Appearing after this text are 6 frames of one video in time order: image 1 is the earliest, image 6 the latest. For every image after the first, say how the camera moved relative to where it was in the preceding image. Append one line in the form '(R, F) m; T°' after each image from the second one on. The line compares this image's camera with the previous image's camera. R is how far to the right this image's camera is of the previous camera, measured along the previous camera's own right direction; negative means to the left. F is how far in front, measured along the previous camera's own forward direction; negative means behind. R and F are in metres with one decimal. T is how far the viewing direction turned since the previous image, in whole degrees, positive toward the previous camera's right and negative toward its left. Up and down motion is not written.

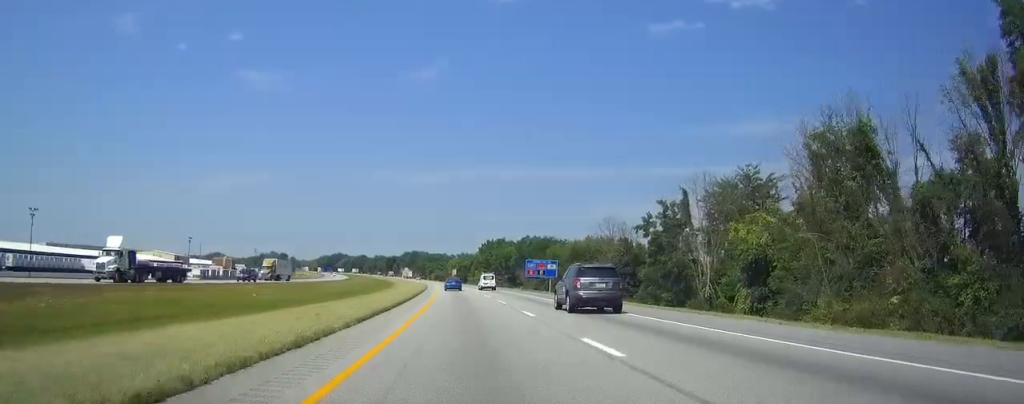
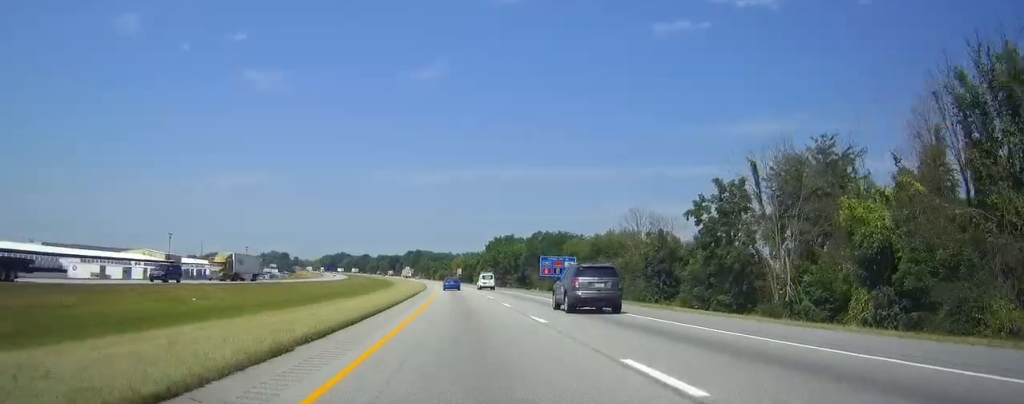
(-0.1, +15.4) m; -1°
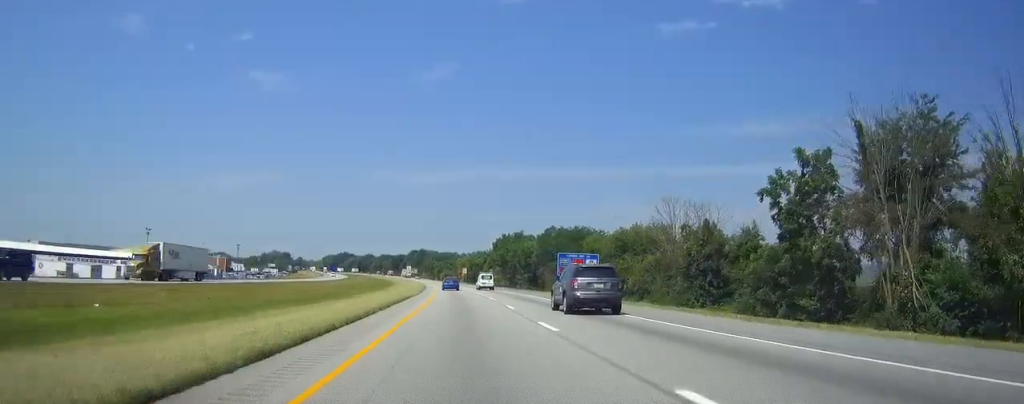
(-0.1, +14.6) m; 0°
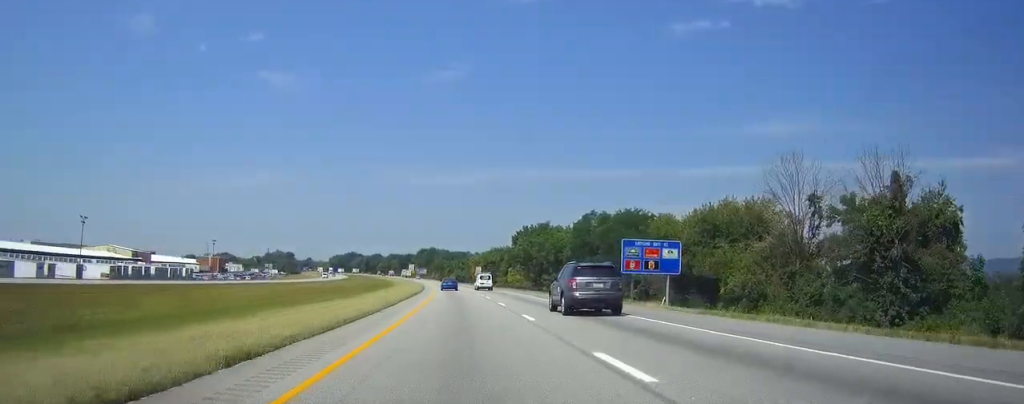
(-0.3, +32.4) m; -1°
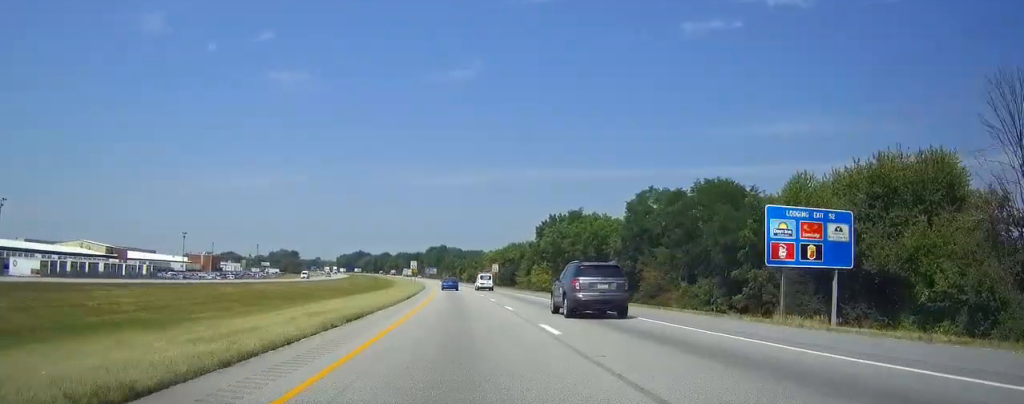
(-0.3, +28.8) m; -1°
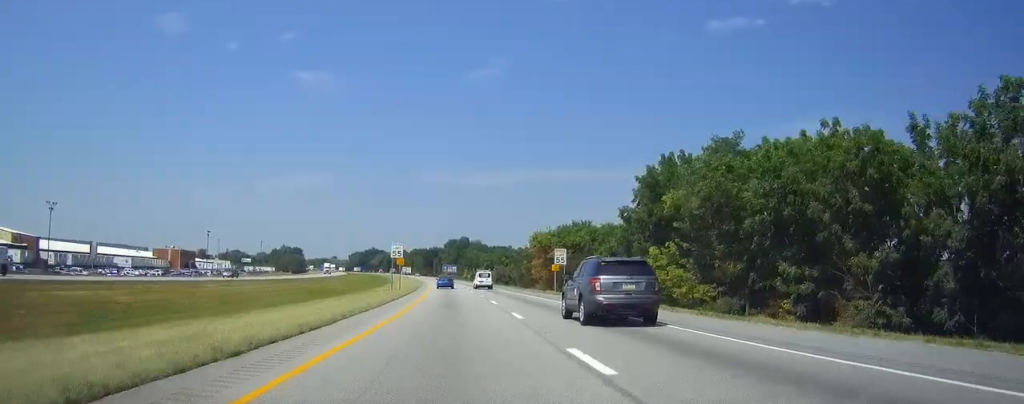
(-1.0, +66.5) m; -1°
